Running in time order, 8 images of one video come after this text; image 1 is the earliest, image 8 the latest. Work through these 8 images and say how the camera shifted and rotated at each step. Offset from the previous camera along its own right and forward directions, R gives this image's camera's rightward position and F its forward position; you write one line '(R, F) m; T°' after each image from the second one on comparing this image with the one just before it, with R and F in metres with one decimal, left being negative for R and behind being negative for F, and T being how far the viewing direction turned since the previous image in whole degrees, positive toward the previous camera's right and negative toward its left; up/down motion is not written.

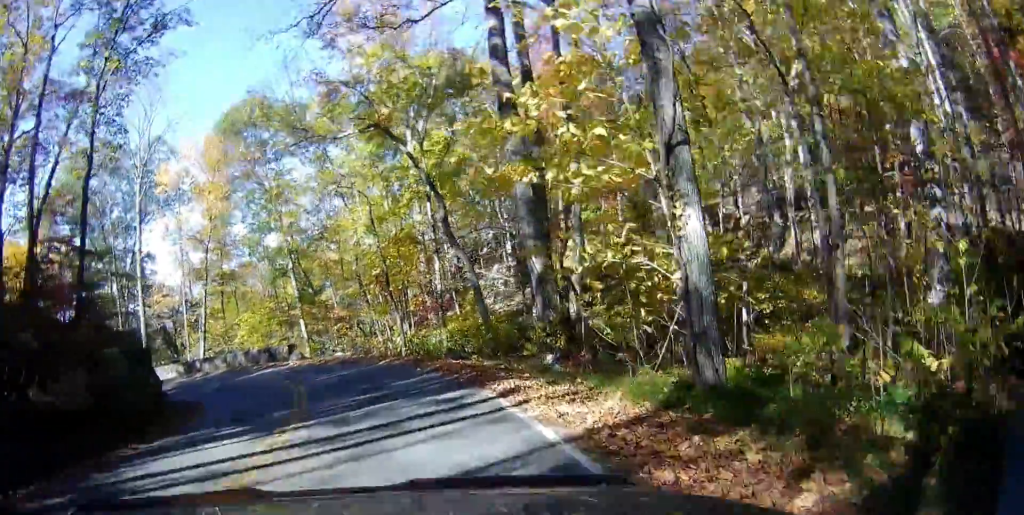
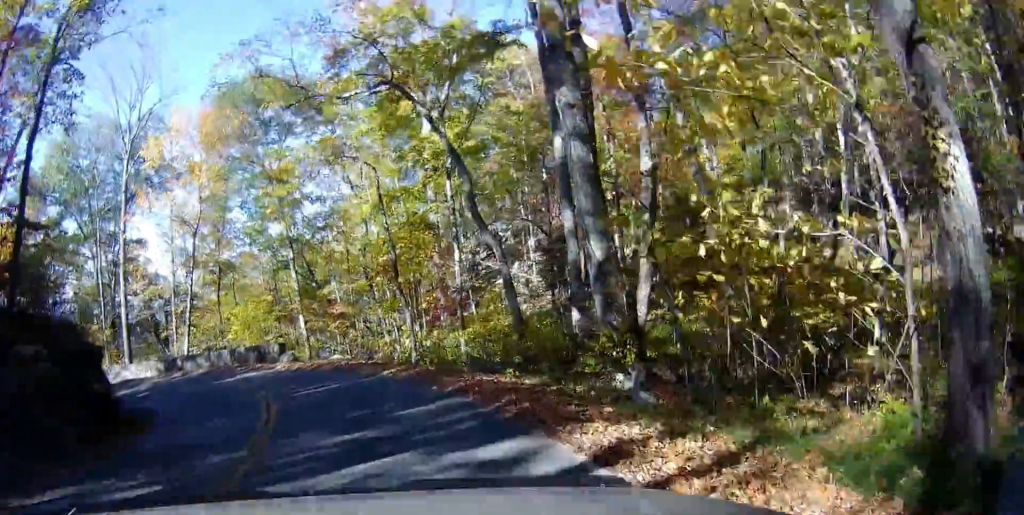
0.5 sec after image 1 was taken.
(+0.2, +2.7) m; +6°
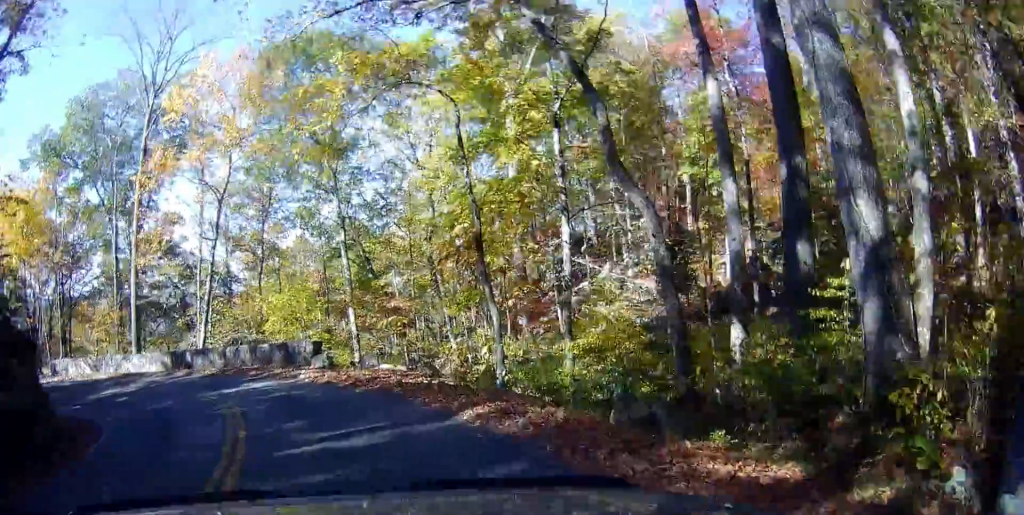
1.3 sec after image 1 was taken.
(+0.3, +4.2) m; +4°
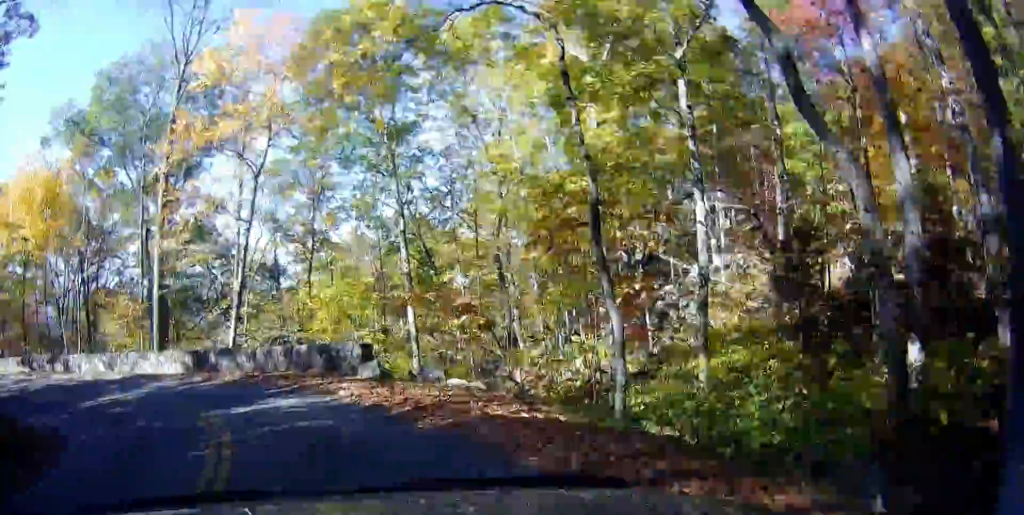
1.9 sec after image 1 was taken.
(+0.1, +3.0) m; -1°
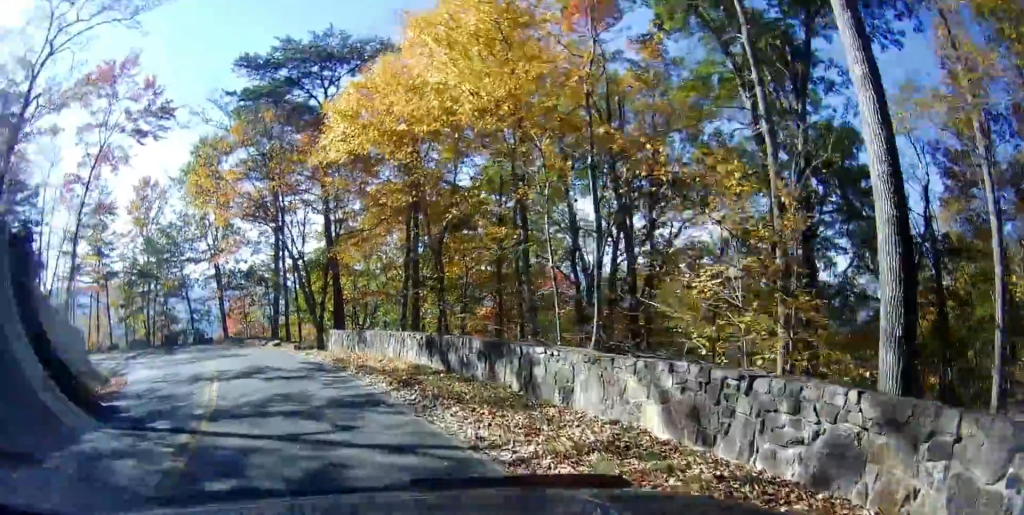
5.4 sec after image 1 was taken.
(-8.4, +14.6) m; -58°
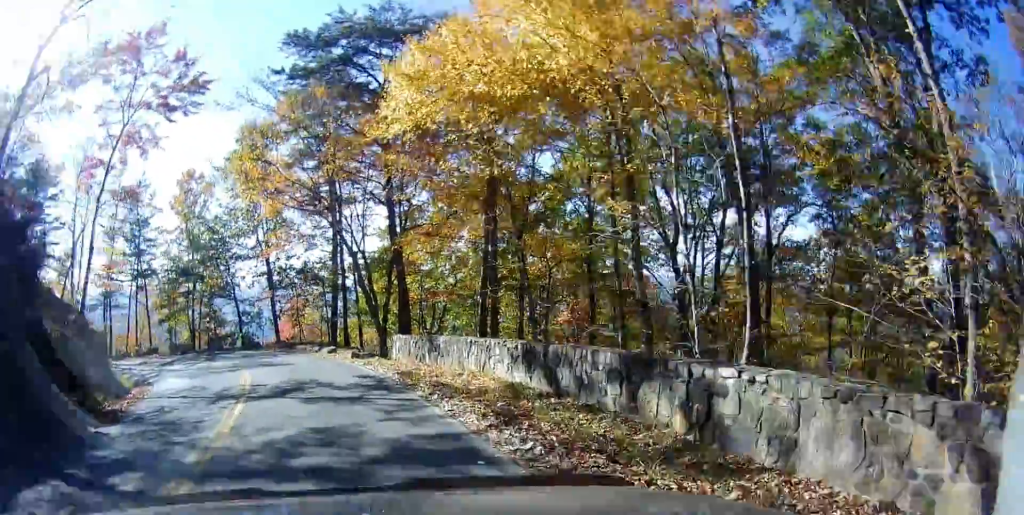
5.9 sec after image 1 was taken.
(-0.1, +3.2) m; -3°
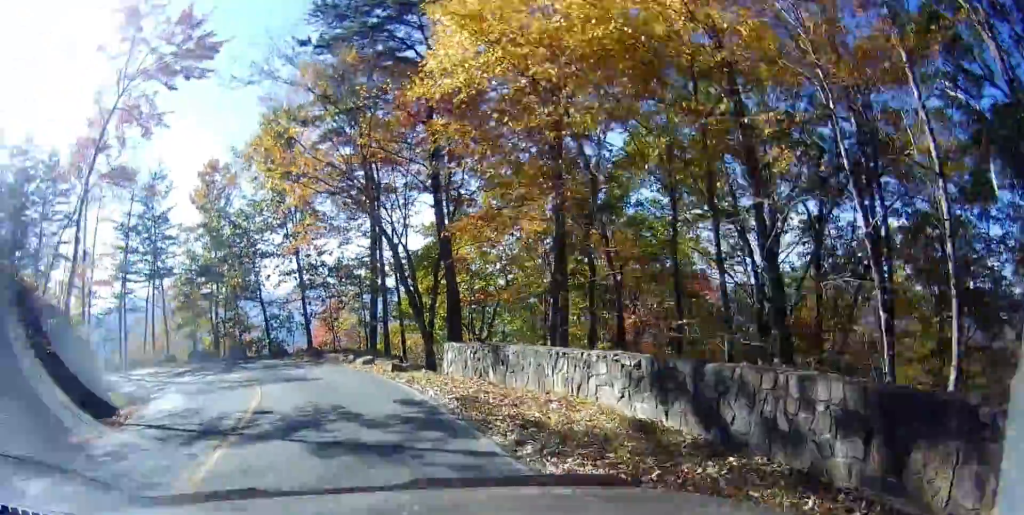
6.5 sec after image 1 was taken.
(-0.1, +3.5) m; -2°
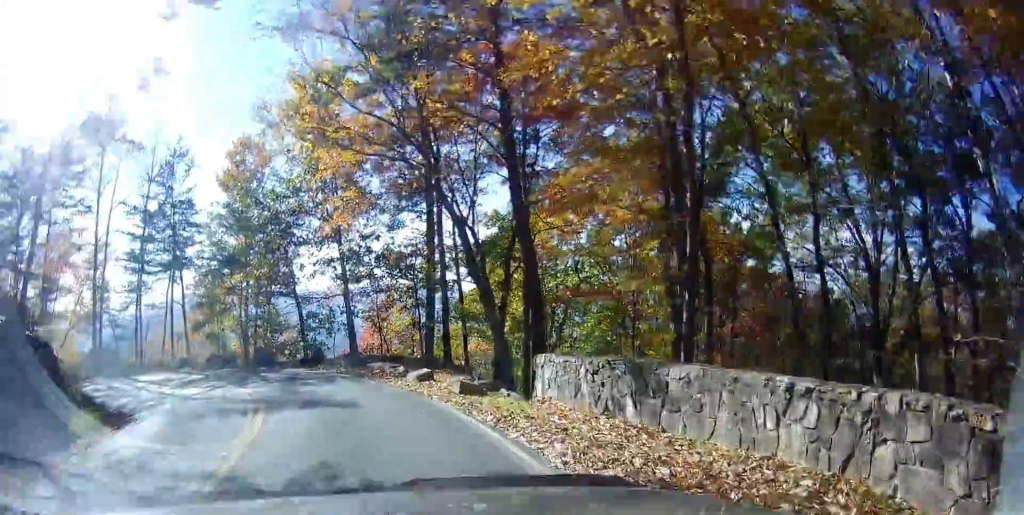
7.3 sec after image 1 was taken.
(-0.1, +4.5) m; -8°
